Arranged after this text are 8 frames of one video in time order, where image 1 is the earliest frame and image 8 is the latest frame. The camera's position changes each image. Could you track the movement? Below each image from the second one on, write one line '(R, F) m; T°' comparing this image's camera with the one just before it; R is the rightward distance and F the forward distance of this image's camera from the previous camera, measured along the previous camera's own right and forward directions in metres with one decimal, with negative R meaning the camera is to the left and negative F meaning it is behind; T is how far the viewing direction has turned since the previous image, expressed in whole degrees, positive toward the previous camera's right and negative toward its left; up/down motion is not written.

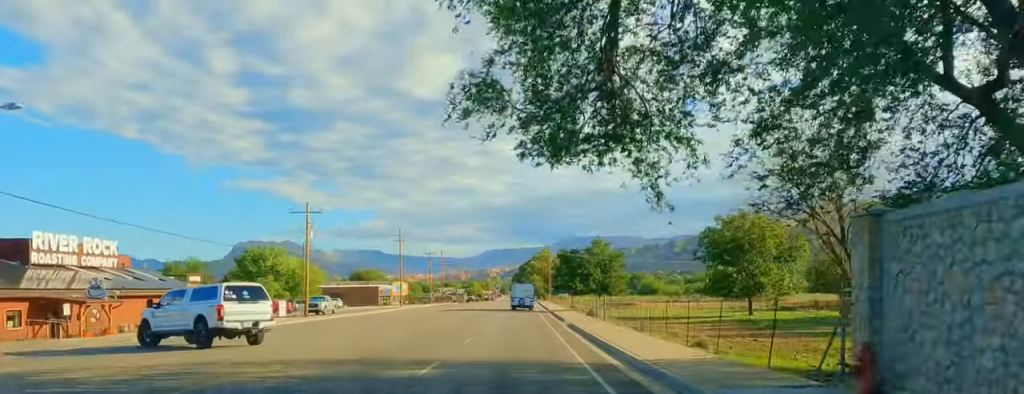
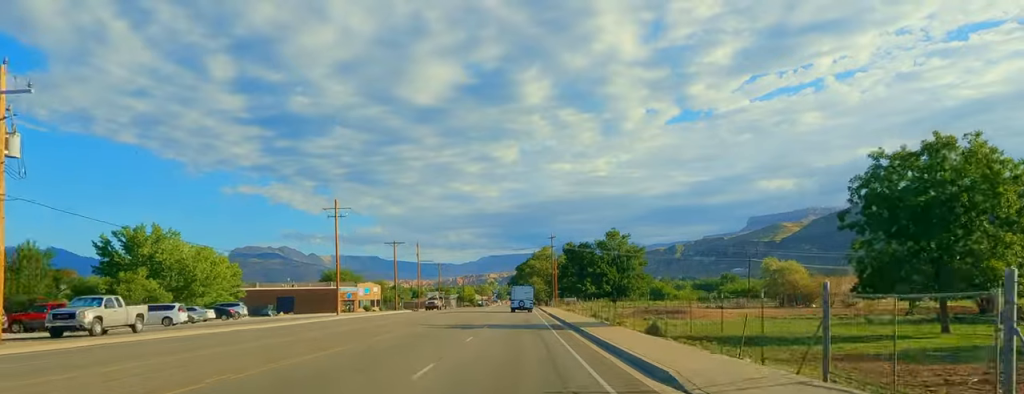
(+0.7, +37.1) m; -1°
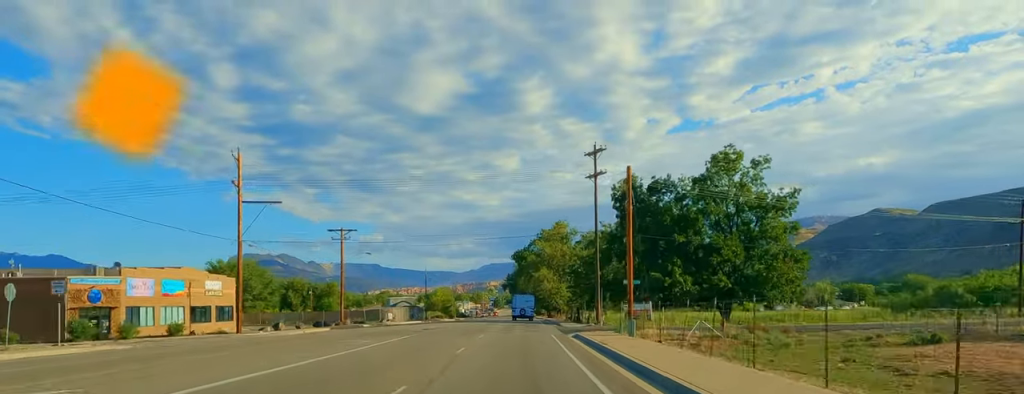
(-0.6, +89.7) m; 0°
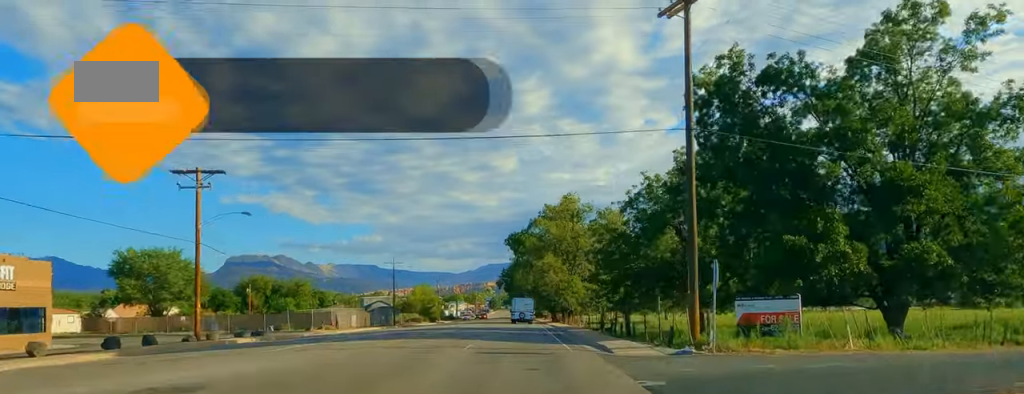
(-0.4, +34.2) m; +1°
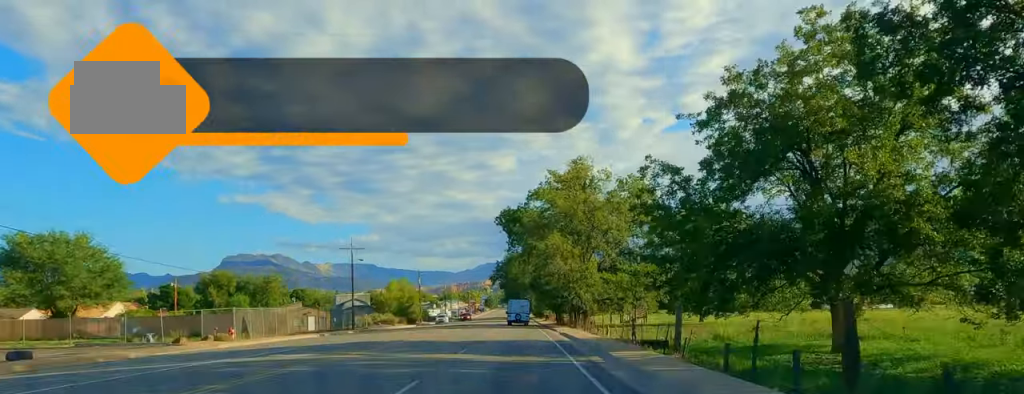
(+0.3, +25.2) m; +2°
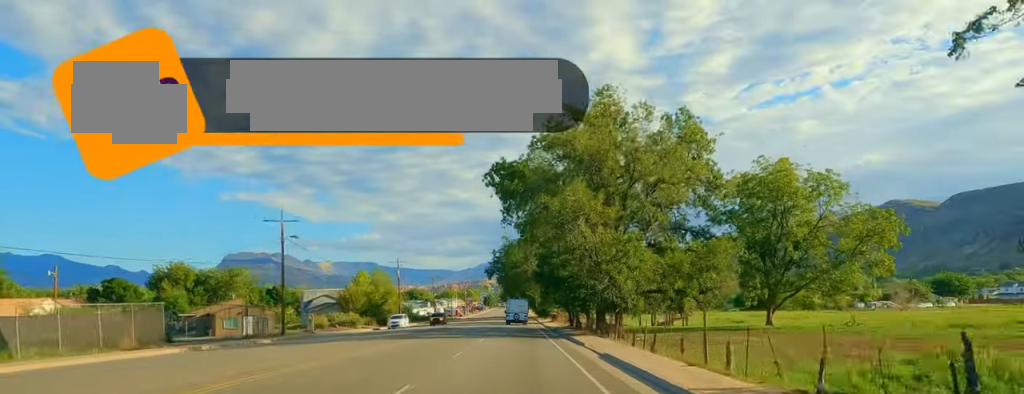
(+0.4, +25.3) m; 0°
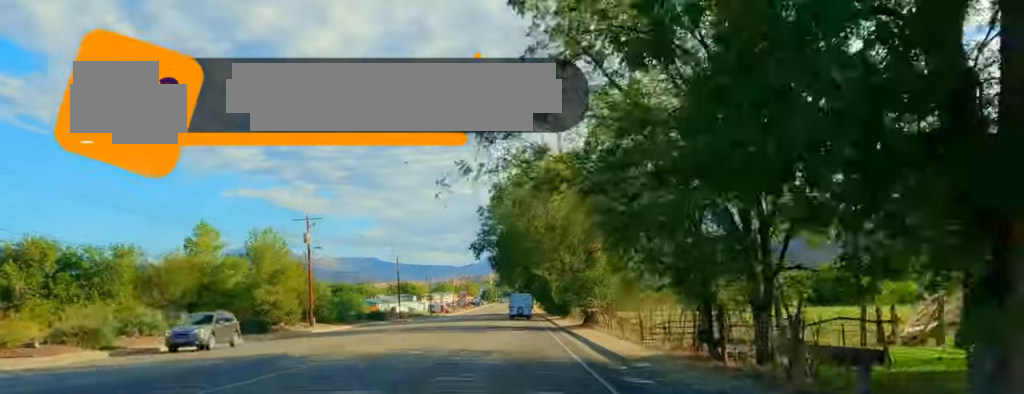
(-0.4, +50.7) m; -3°
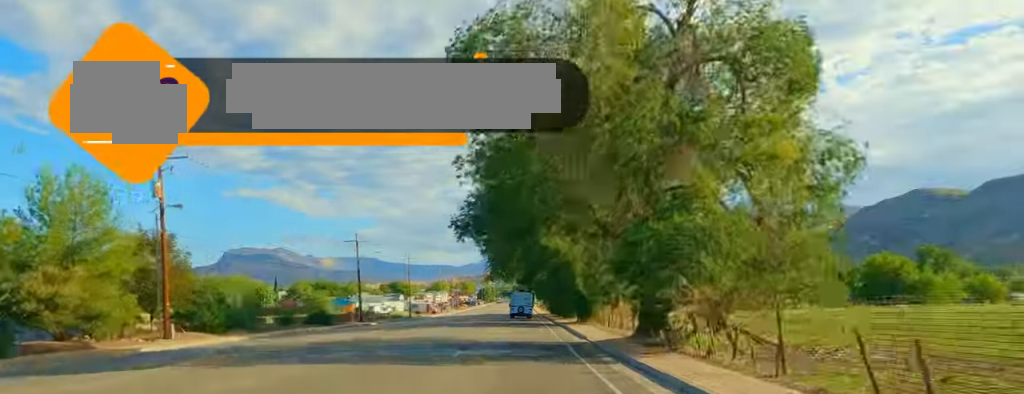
(-0.7, +26.6) m; 0°
